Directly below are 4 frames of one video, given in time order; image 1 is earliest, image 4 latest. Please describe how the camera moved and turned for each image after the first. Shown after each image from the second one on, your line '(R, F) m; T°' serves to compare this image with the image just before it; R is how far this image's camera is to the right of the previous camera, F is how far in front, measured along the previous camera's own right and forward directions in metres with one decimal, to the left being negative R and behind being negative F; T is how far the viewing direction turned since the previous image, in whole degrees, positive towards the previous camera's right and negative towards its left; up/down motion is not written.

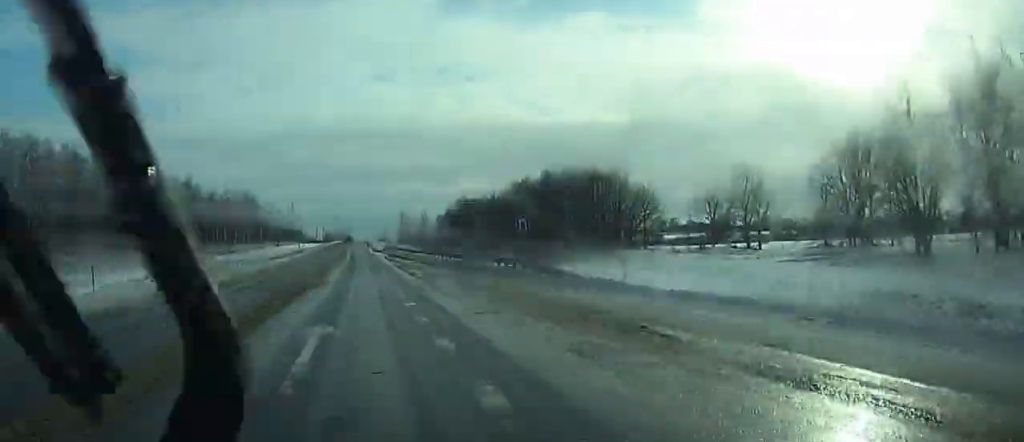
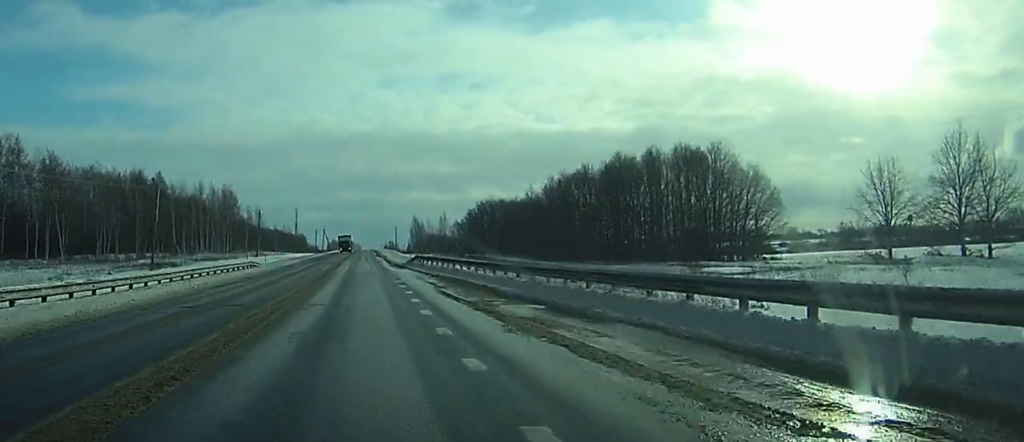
(+2.7, +52.5) m; +3°
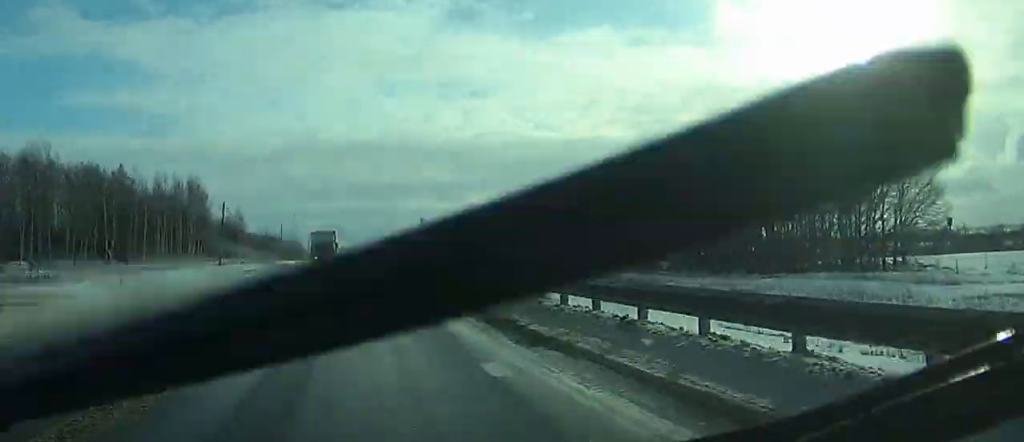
(-0.1, +40.6) m; 0°
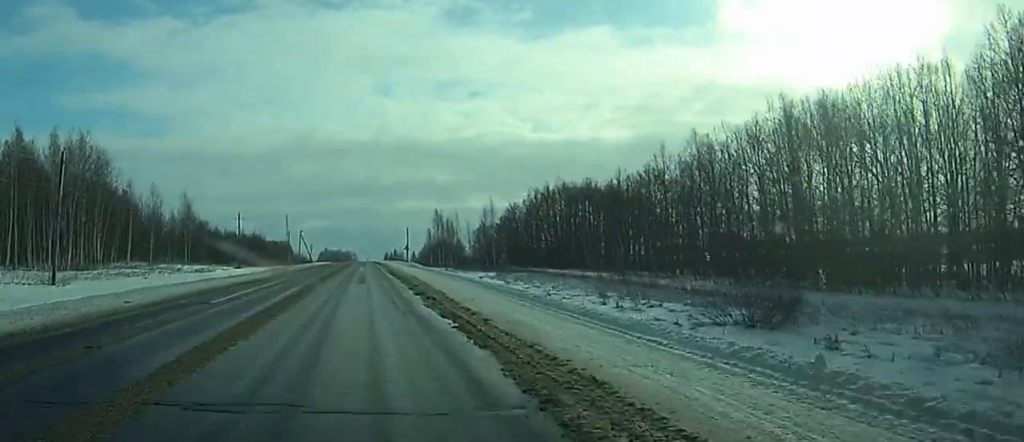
(+0.2, +65.6) m; 0°
